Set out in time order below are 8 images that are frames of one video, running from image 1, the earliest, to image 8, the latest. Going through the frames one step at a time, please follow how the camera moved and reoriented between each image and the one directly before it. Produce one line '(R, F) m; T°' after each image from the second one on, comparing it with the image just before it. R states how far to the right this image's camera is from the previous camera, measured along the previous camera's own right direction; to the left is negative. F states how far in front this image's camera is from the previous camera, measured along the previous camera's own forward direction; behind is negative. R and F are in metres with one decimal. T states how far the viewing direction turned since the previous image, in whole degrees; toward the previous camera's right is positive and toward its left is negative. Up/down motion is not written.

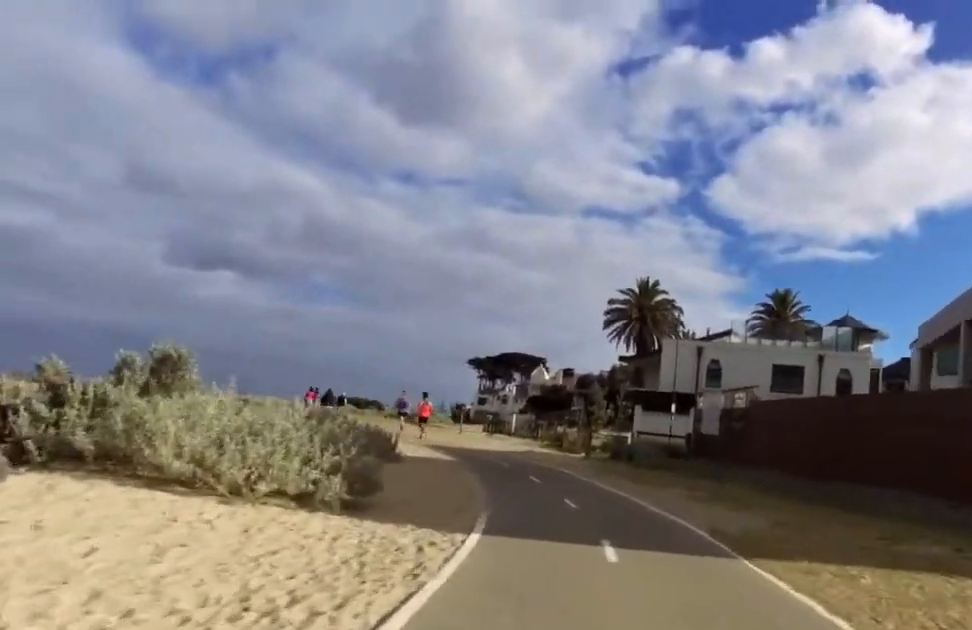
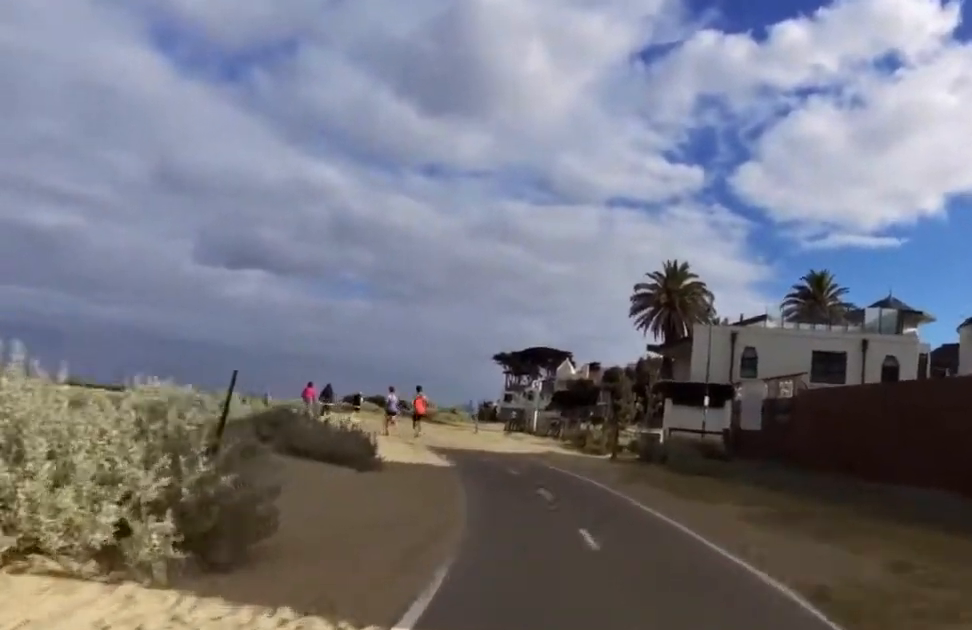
(-0.3, +3.3) m; -3°
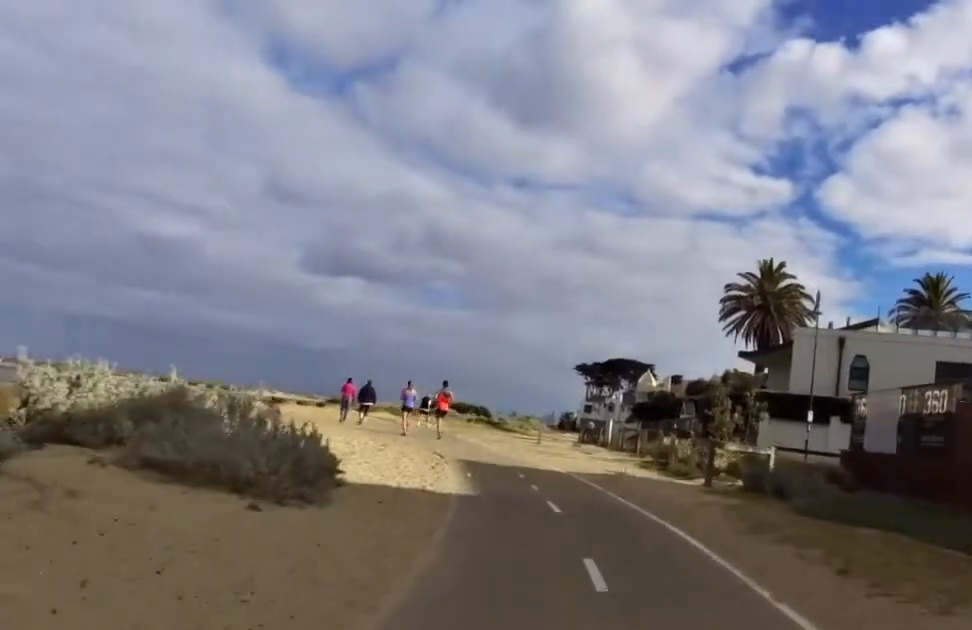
(-0.5, +5.8) m; 0°
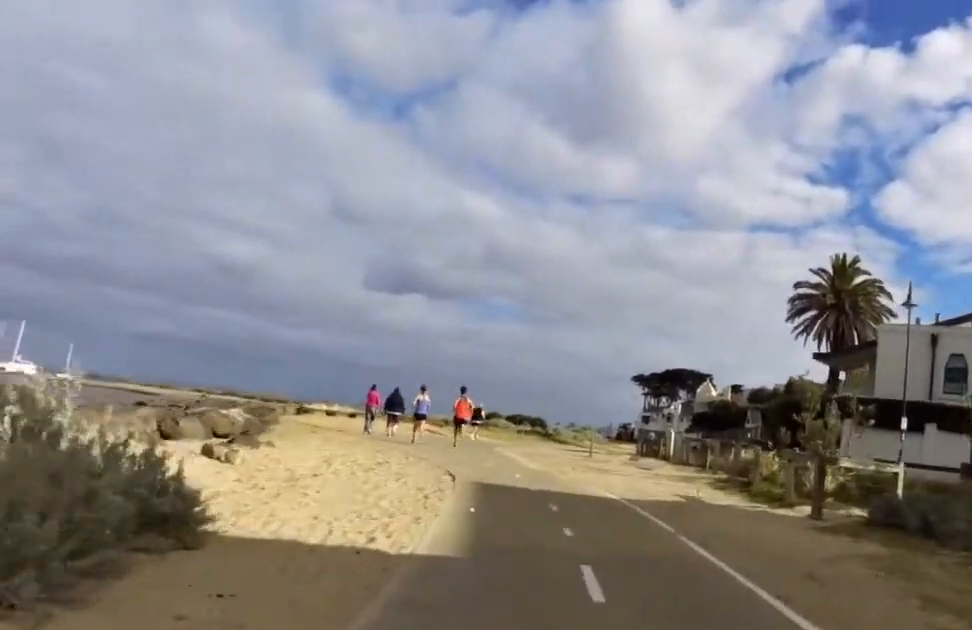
(+0.5, +4.2) m; -2°
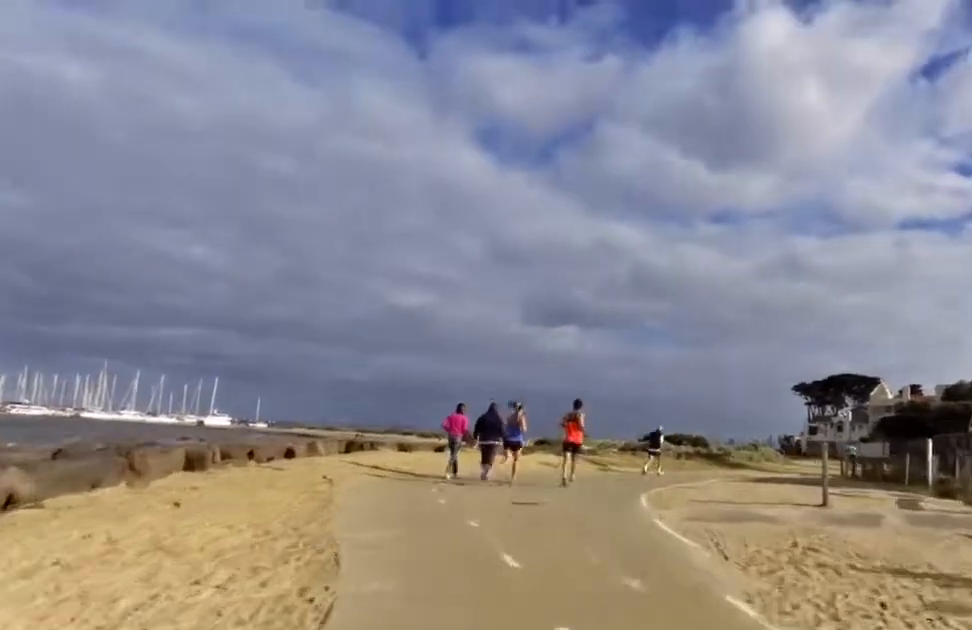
(-2.3, +11.7) m; -20°
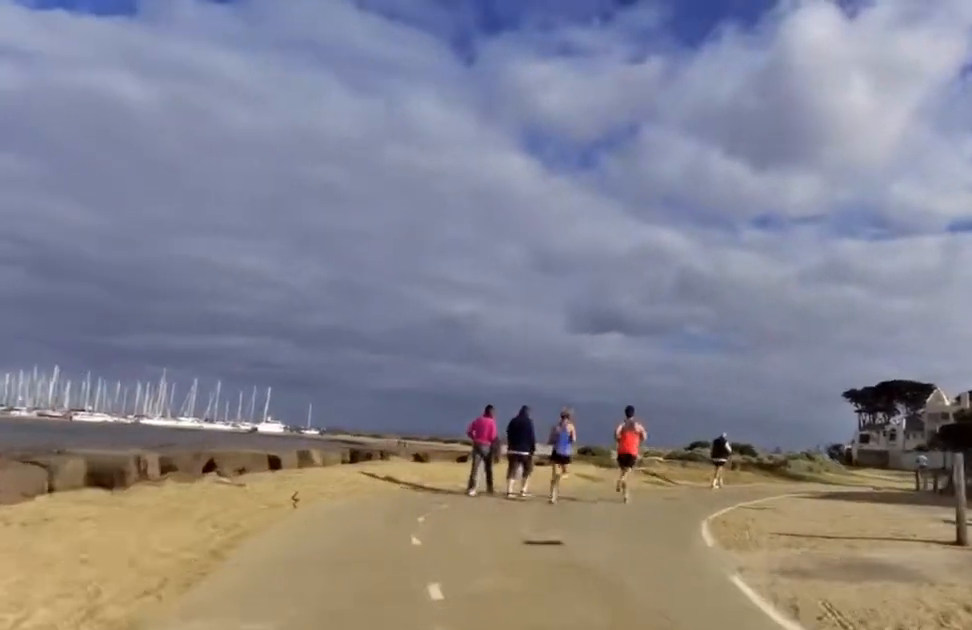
(-0.5, +3.3) m; 0°
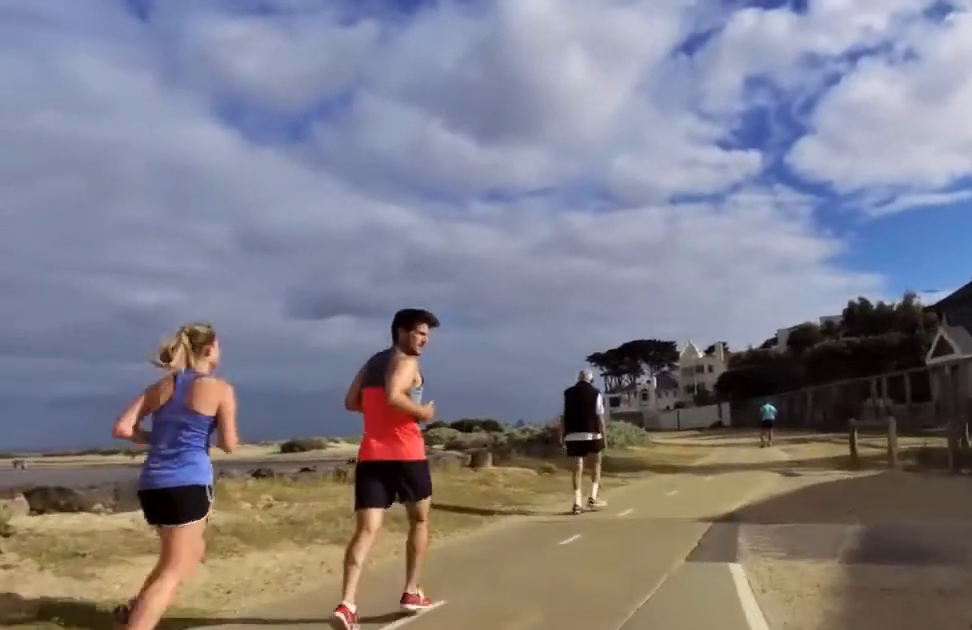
(+3.4, +17.1) m; +24°
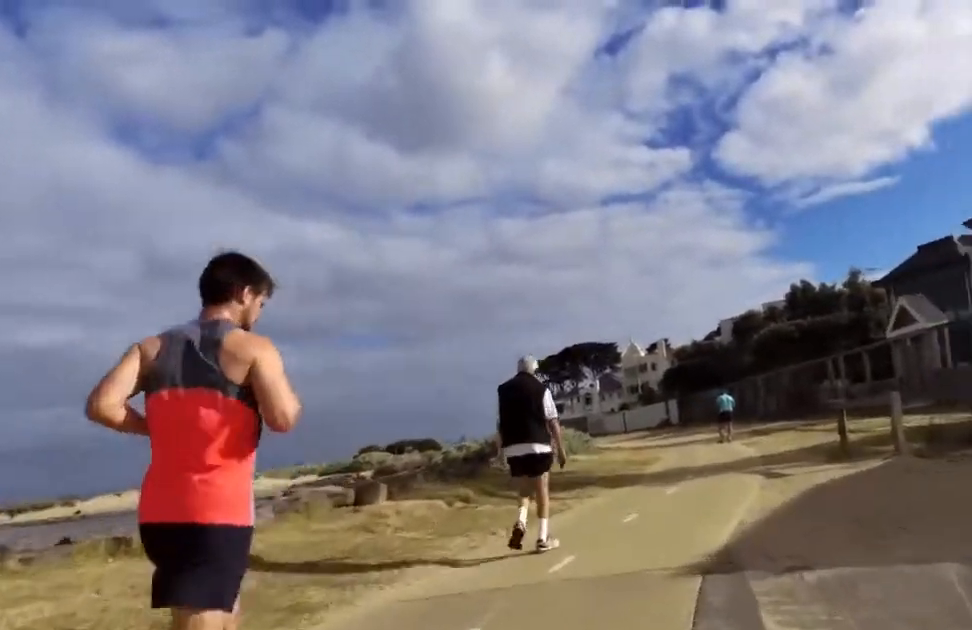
(+0.4, +3.2) m; +5°
